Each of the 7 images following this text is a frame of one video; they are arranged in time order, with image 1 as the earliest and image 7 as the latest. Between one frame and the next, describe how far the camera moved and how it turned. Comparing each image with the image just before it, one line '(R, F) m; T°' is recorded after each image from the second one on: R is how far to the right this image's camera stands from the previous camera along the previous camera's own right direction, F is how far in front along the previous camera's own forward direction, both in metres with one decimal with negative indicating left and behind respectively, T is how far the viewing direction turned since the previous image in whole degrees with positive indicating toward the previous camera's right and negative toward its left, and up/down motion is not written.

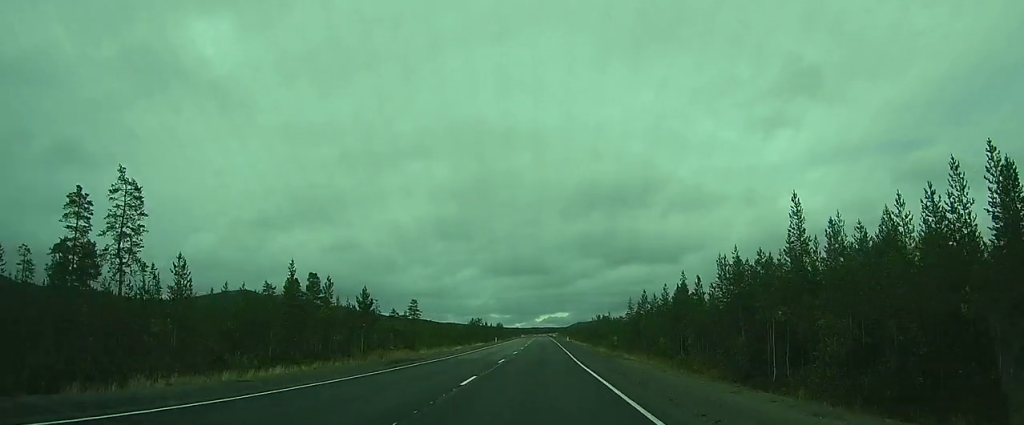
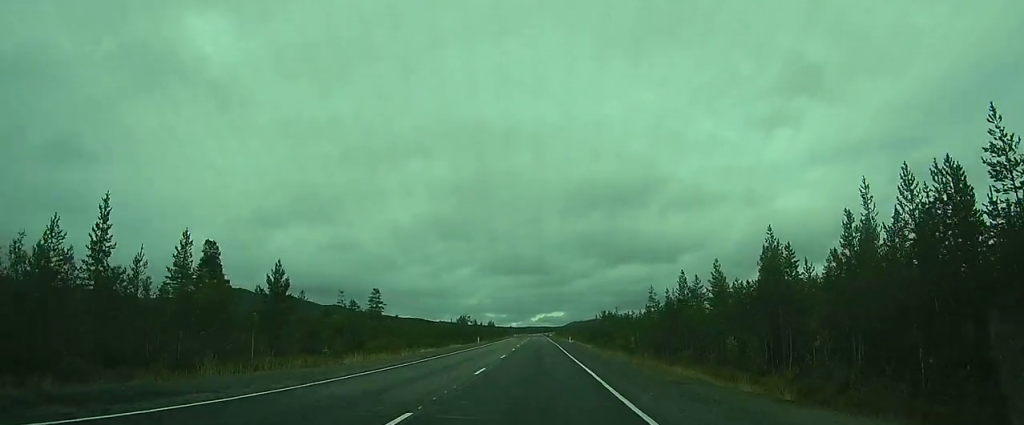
(+0.2, +22.2) m; +1°
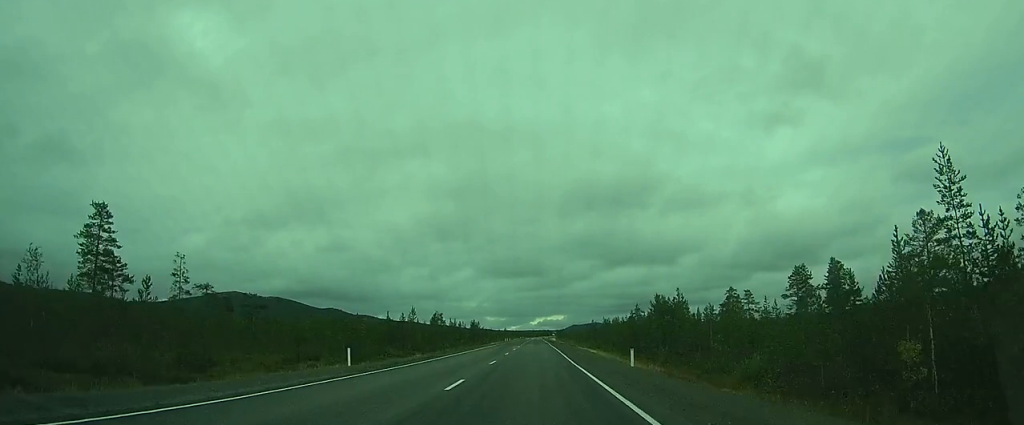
(+0.6, +53.0) m; +1°
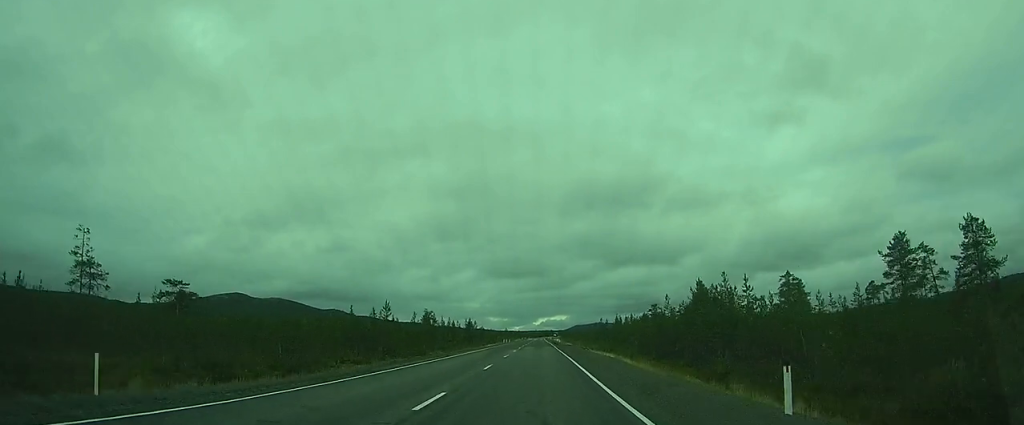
(0.0, +15.1) m; 0°
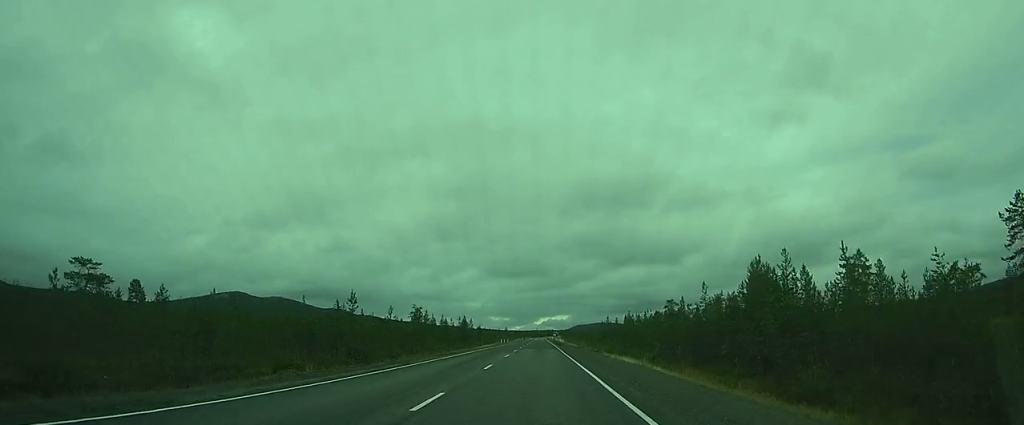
(+0.1, +11.9) m; 0°
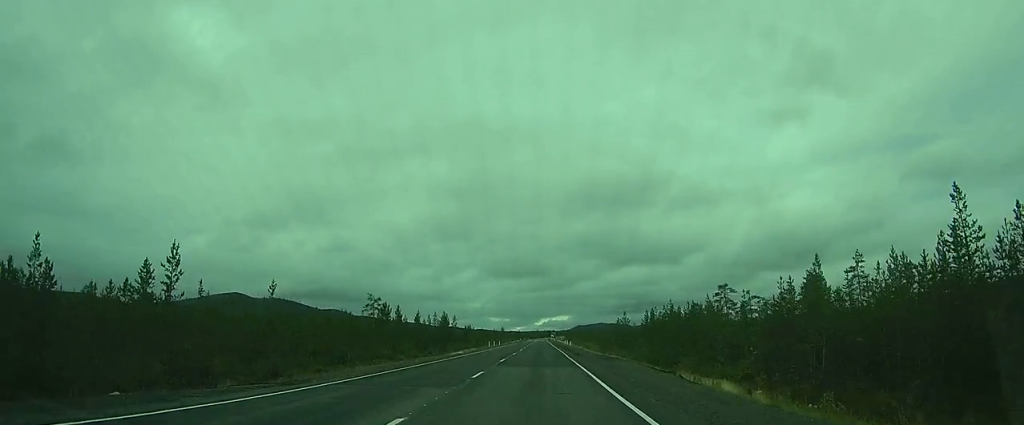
(-0.2, +26.5) m; 0°
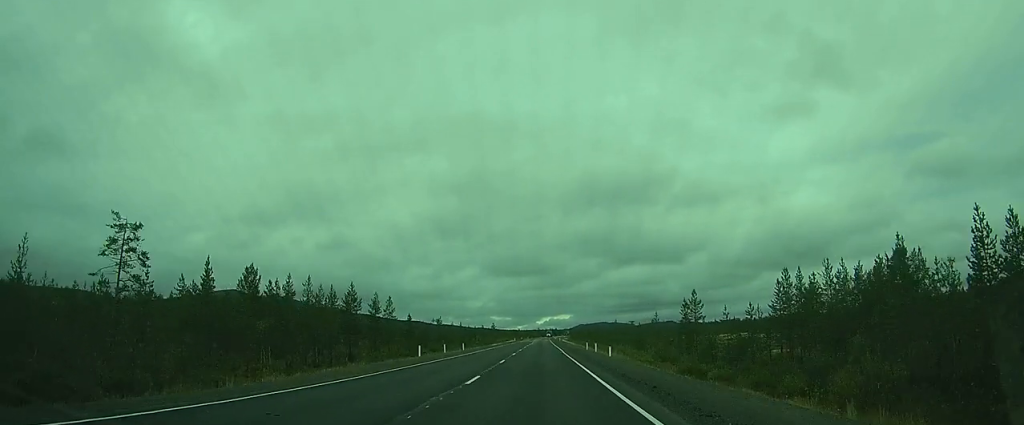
(+0.5, +47.5) m; 0°
